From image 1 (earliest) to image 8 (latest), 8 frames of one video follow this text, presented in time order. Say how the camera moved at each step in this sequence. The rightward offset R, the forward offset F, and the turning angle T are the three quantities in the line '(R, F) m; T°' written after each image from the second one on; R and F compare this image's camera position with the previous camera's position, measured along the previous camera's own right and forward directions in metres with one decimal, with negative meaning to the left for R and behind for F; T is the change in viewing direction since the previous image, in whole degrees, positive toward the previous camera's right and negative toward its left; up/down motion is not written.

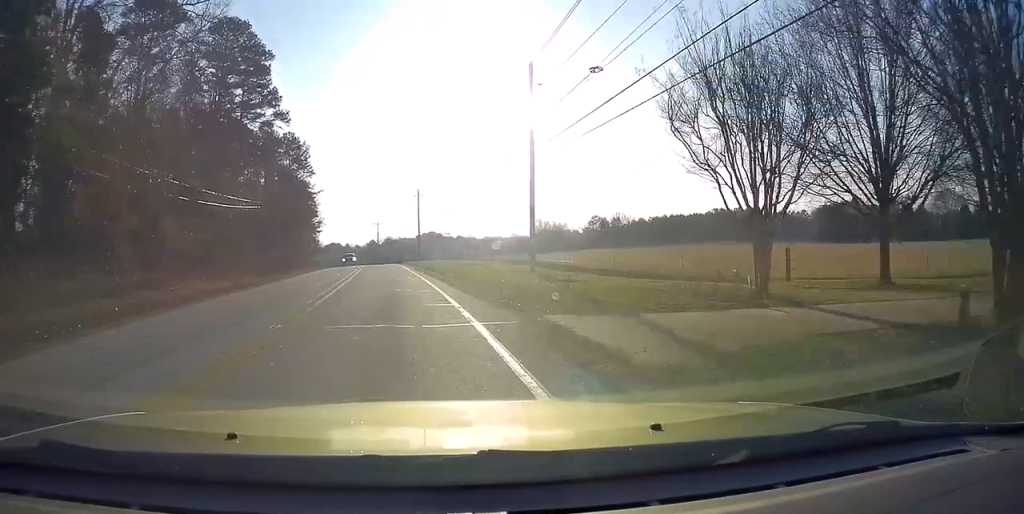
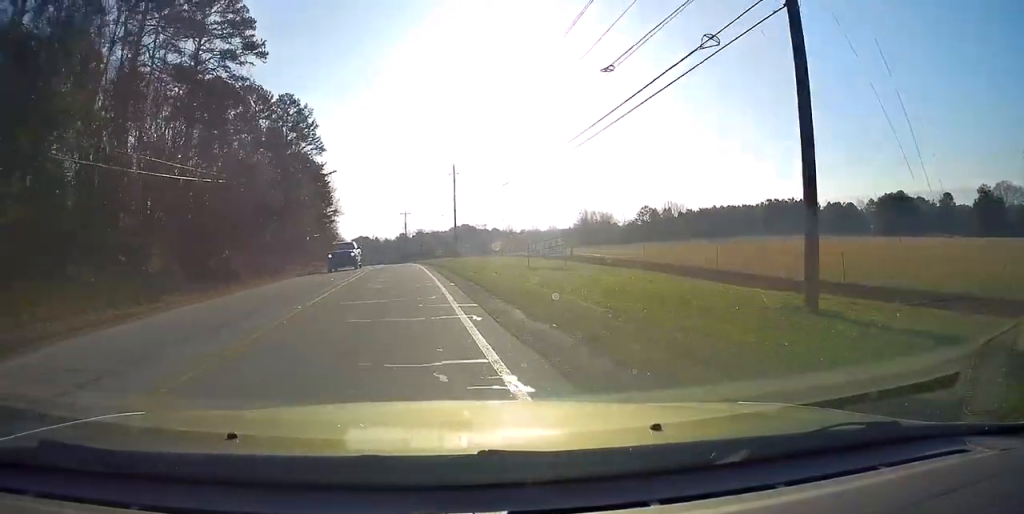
(-0.9, +22.0) m; -4°
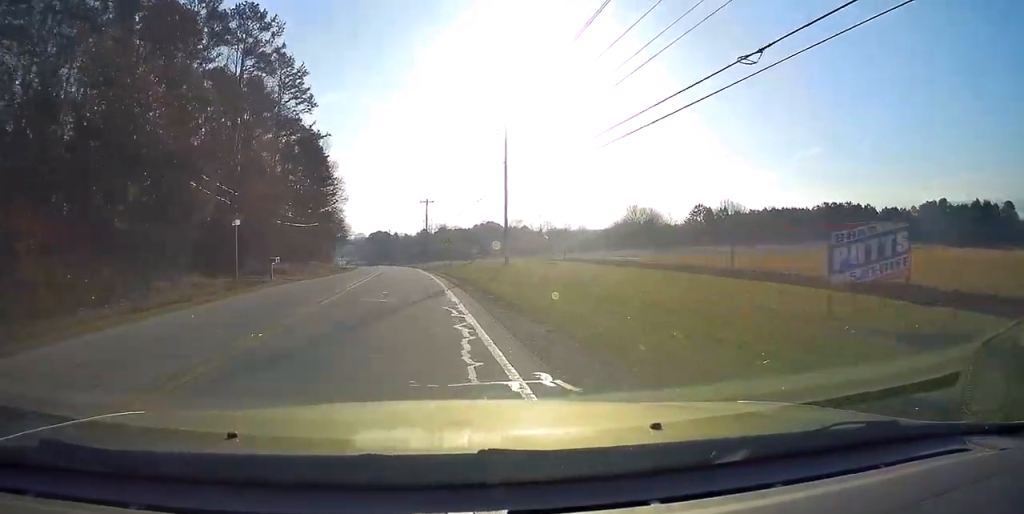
(-0.8, +28.4) m; -2°
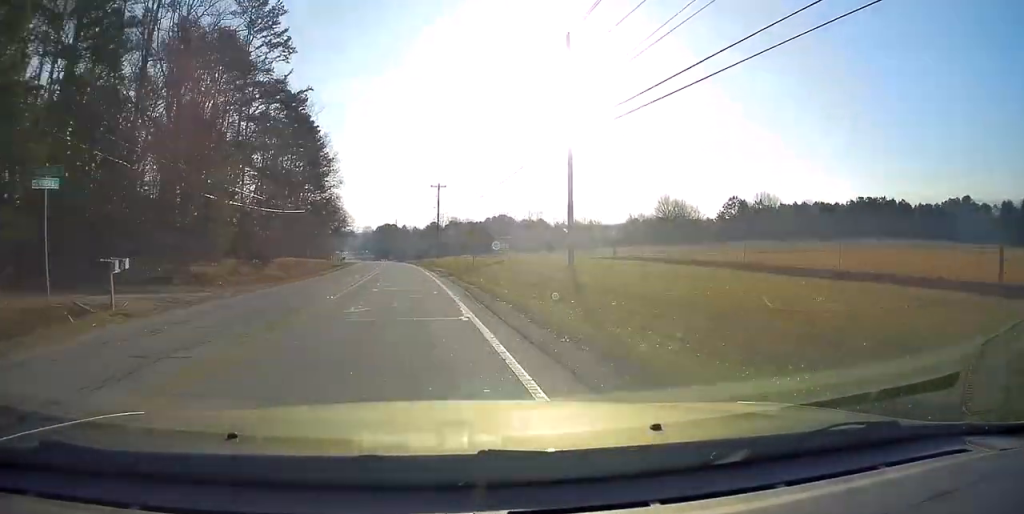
(0.0, +17.3) m; -1°
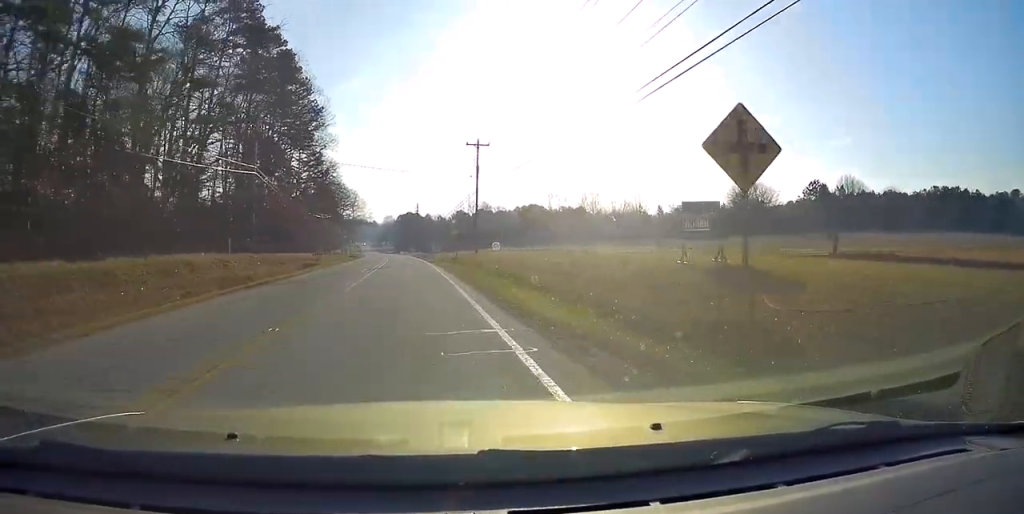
(-0.8, +31.0) m; -3°
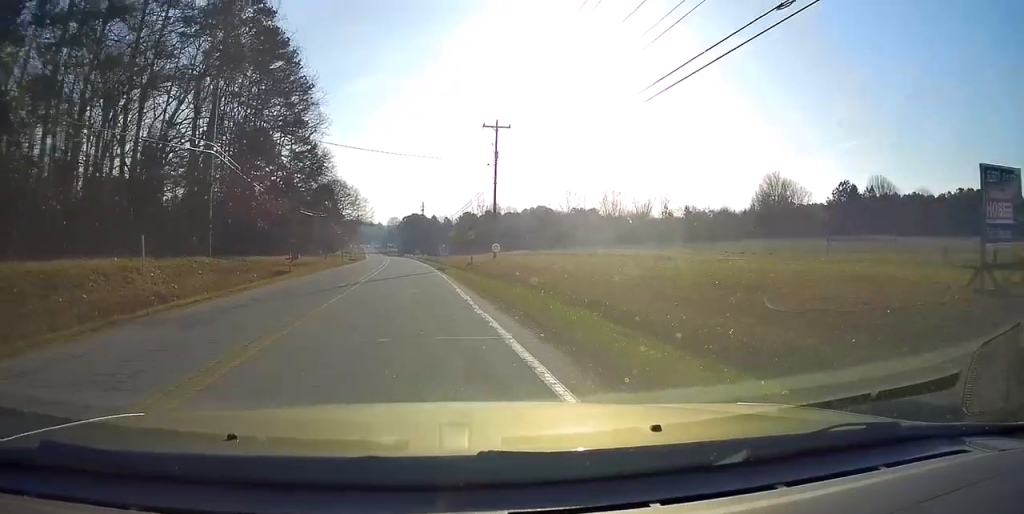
(-0.2, +10.6) m; -1°
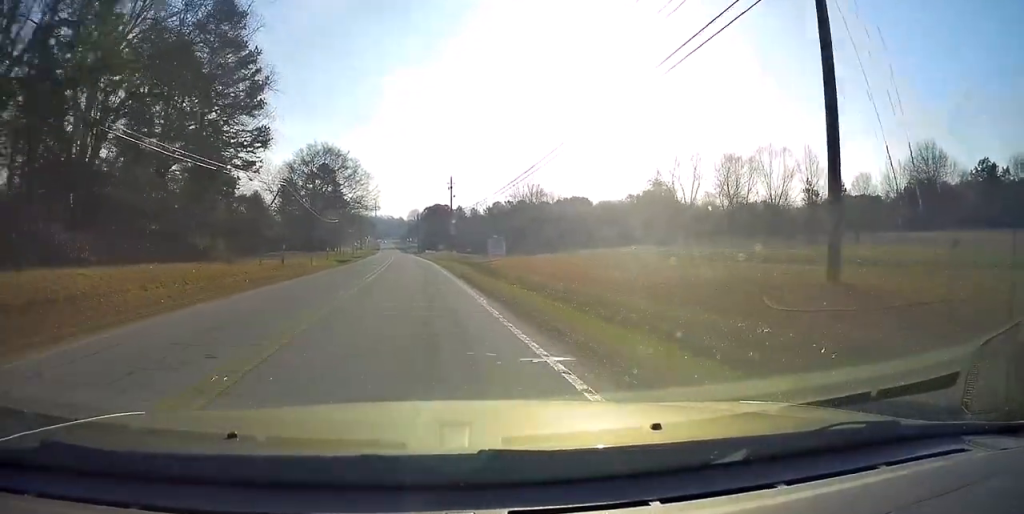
(-0.4, +41.0) m; -1°
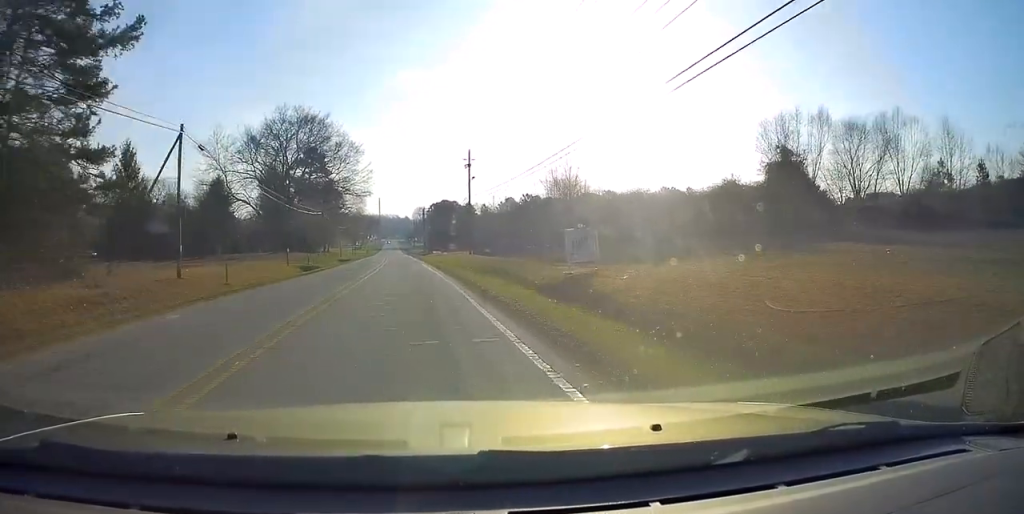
(0.0, +24.3) m; 0°
